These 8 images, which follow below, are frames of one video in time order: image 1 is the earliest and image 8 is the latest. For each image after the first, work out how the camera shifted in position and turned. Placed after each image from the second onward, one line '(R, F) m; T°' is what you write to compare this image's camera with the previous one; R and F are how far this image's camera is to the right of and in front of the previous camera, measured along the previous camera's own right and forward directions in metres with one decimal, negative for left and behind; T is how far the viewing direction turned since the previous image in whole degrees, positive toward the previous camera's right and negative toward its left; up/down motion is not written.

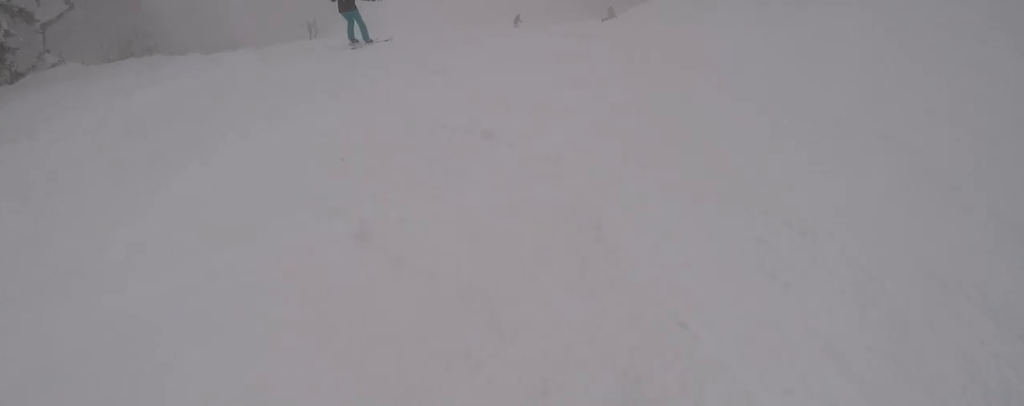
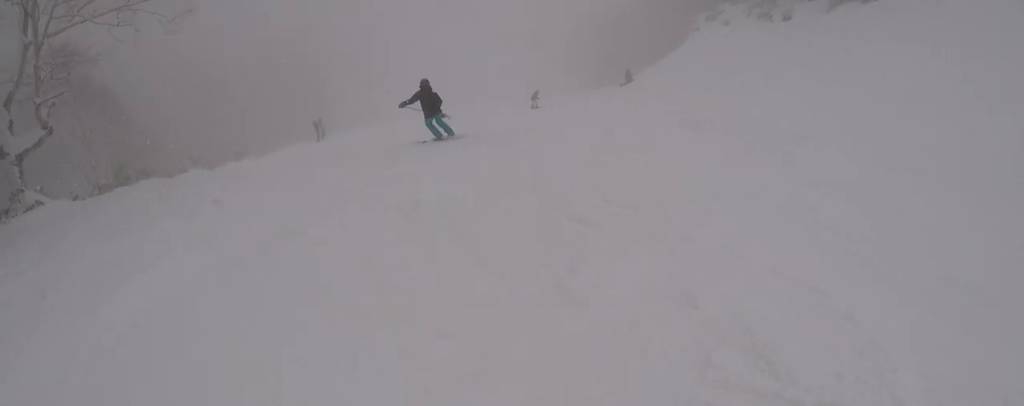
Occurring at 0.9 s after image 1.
(-0.4, +3.3) m; +8°
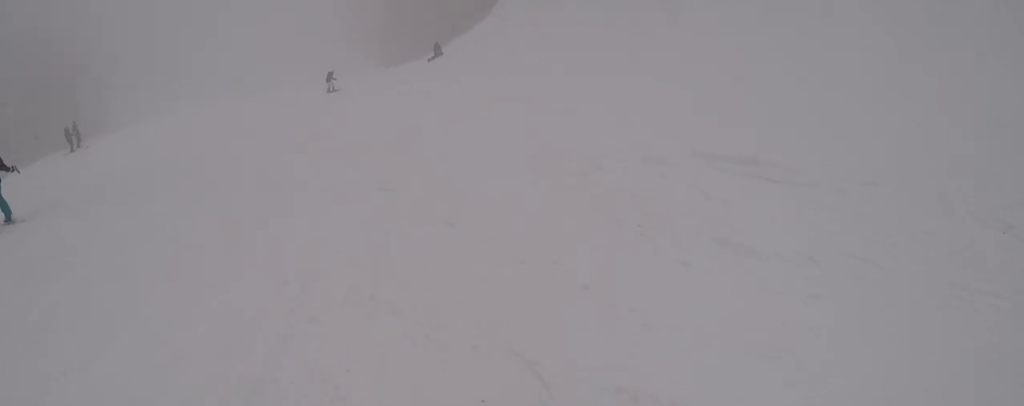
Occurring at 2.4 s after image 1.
(+1.4, +4.8) m; +8°
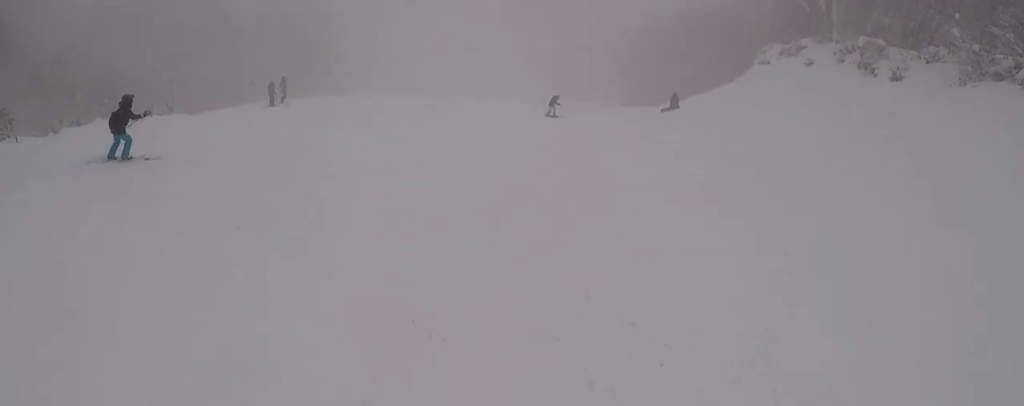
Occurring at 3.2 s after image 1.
(-0.9, +2.7) m; -20°
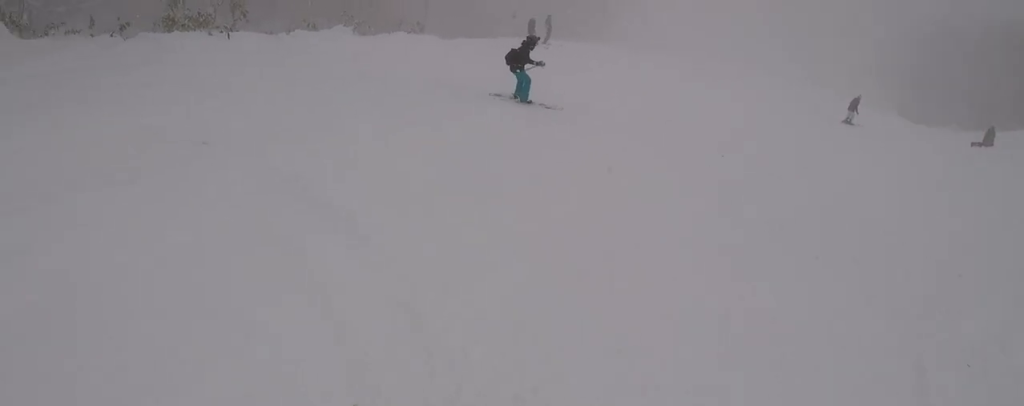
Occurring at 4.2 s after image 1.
(-0.3, +3.8) m; -5°
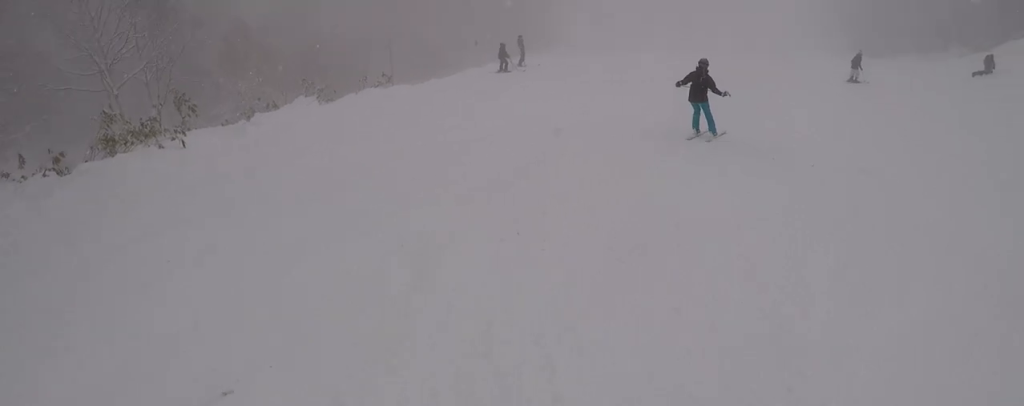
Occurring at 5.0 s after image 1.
(0.0, +3.1) m; +5°
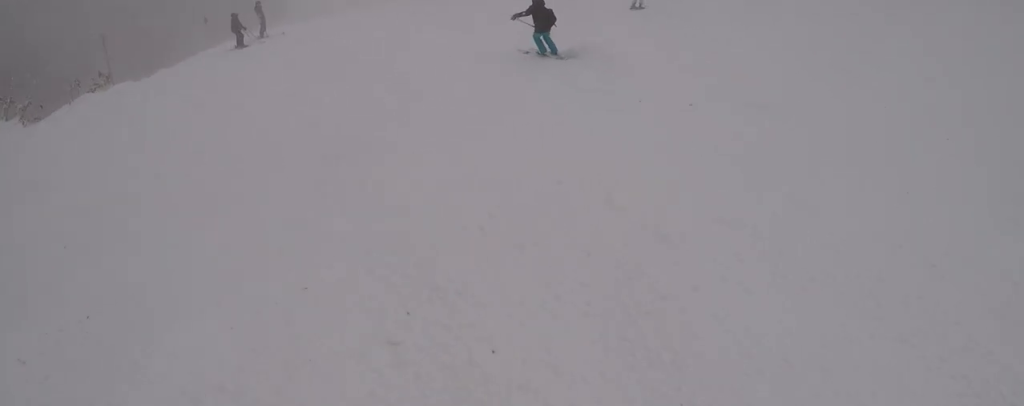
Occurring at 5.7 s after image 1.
(+0.1, +2.6) m; +9°
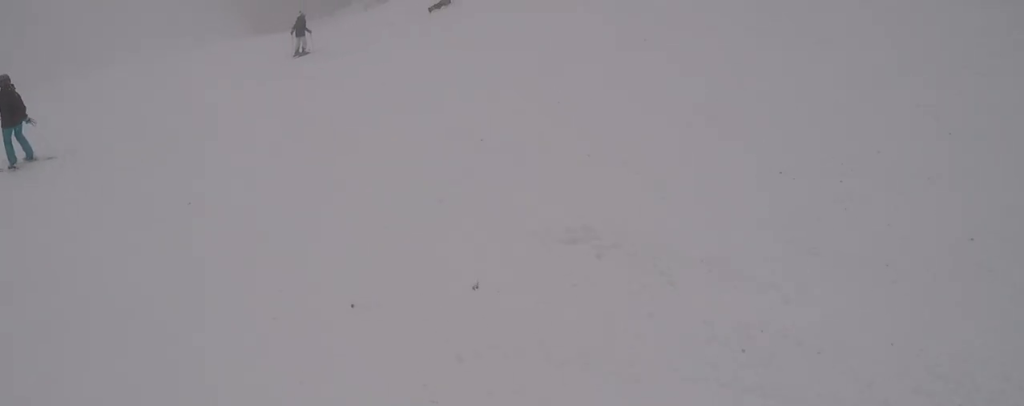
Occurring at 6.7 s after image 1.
(+0.7, +4.4) m; +15°
